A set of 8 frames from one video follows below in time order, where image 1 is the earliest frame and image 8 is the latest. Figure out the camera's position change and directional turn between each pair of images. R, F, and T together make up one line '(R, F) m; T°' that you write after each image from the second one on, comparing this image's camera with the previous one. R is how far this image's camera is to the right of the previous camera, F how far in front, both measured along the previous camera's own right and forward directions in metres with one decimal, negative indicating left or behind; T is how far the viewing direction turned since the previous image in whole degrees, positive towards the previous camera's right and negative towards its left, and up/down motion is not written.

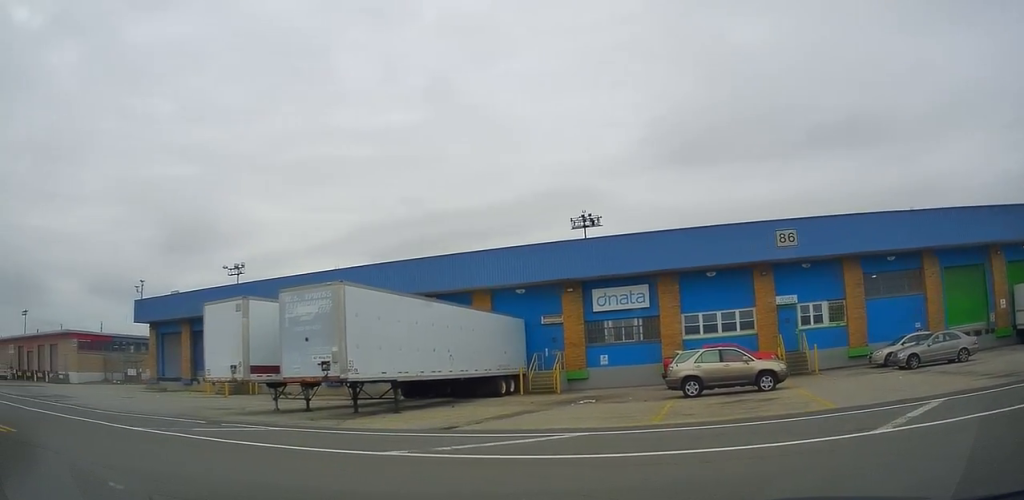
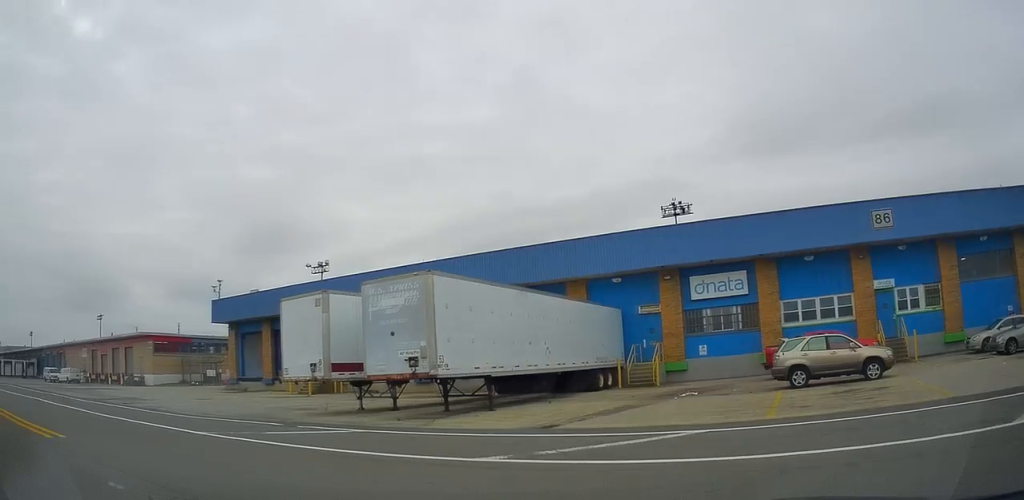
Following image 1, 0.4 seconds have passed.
(0.0, +0.6) m; -9°
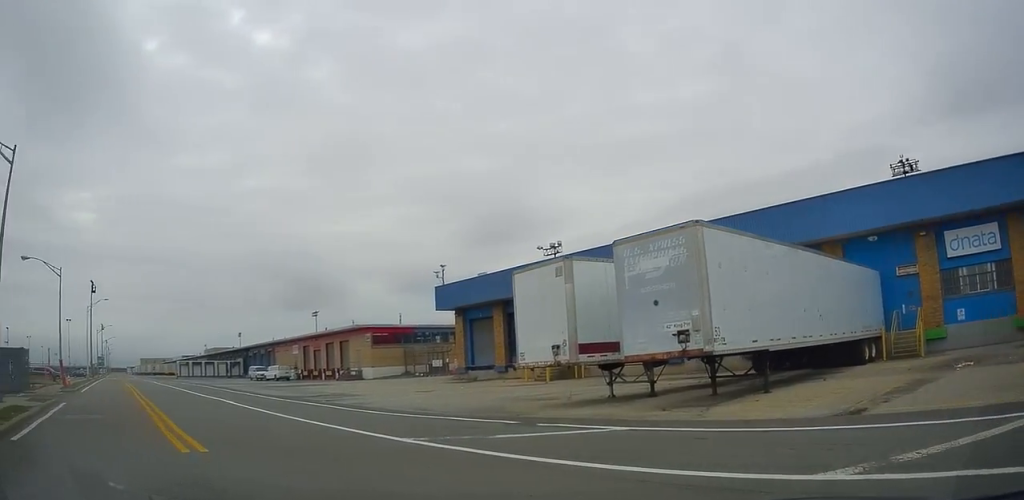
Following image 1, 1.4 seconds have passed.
(-0.3, +1.6) m; -21°
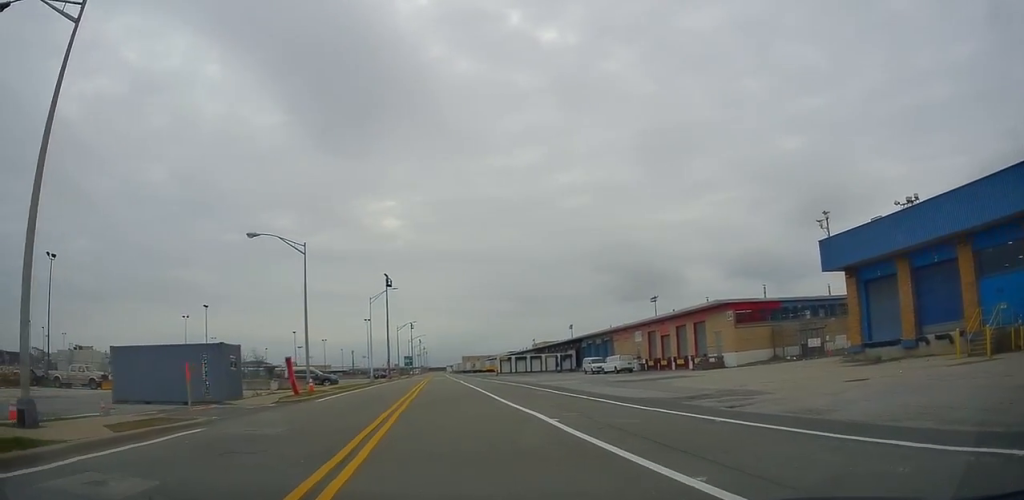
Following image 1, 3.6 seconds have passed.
(-1.1, +7.5) m; -25°
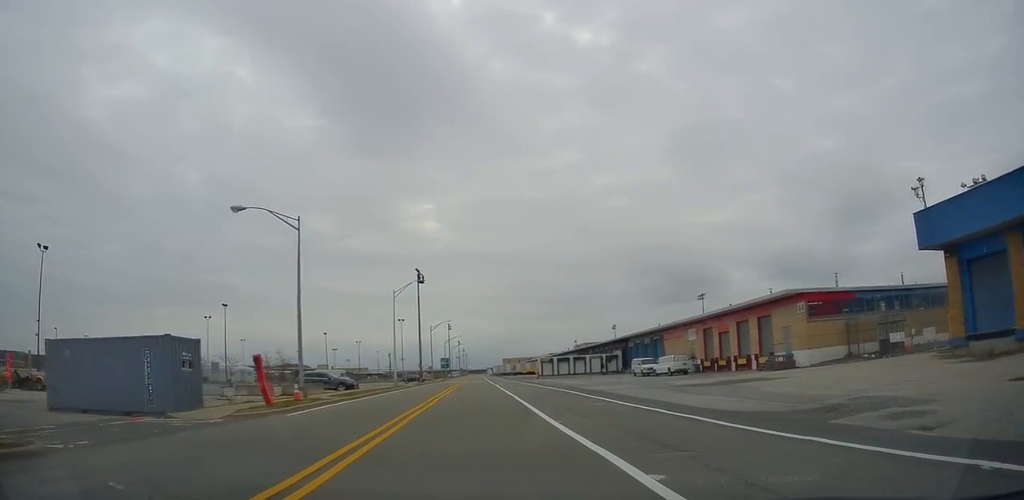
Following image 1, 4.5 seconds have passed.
(-1.0, +4.6) m; -12°
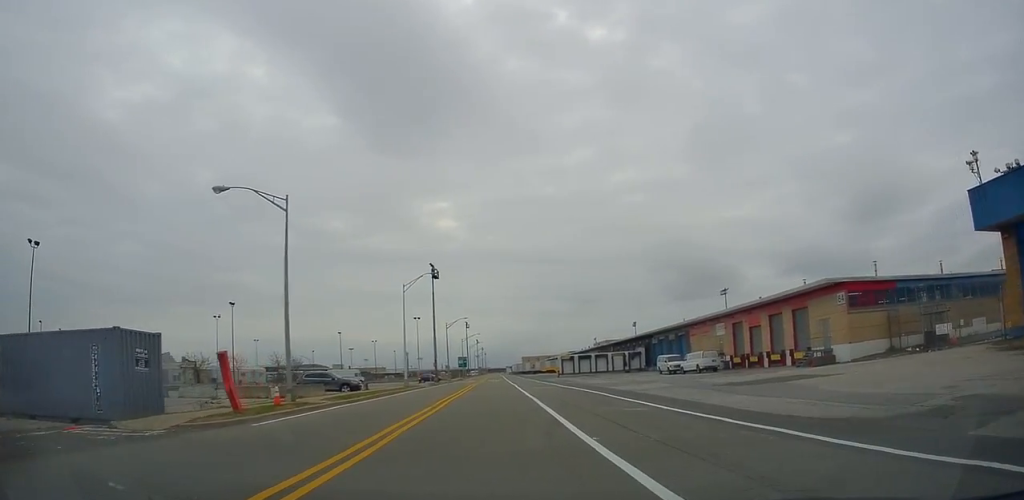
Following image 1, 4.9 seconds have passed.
(0.0, +2.9) m; -1°
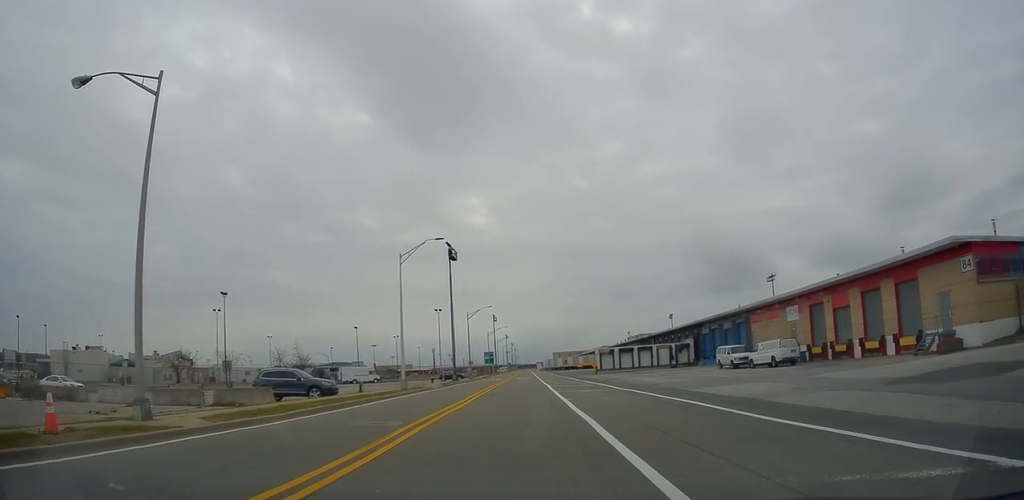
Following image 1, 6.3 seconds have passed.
(-0.2, +10.7) m; -4°
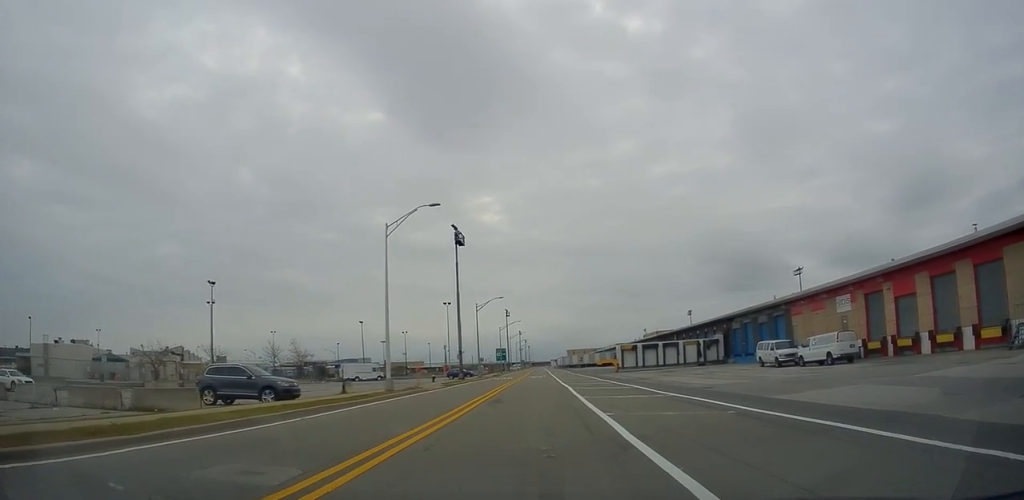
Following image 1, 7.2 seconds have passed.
(-0.4, +7.8) m; -3°
